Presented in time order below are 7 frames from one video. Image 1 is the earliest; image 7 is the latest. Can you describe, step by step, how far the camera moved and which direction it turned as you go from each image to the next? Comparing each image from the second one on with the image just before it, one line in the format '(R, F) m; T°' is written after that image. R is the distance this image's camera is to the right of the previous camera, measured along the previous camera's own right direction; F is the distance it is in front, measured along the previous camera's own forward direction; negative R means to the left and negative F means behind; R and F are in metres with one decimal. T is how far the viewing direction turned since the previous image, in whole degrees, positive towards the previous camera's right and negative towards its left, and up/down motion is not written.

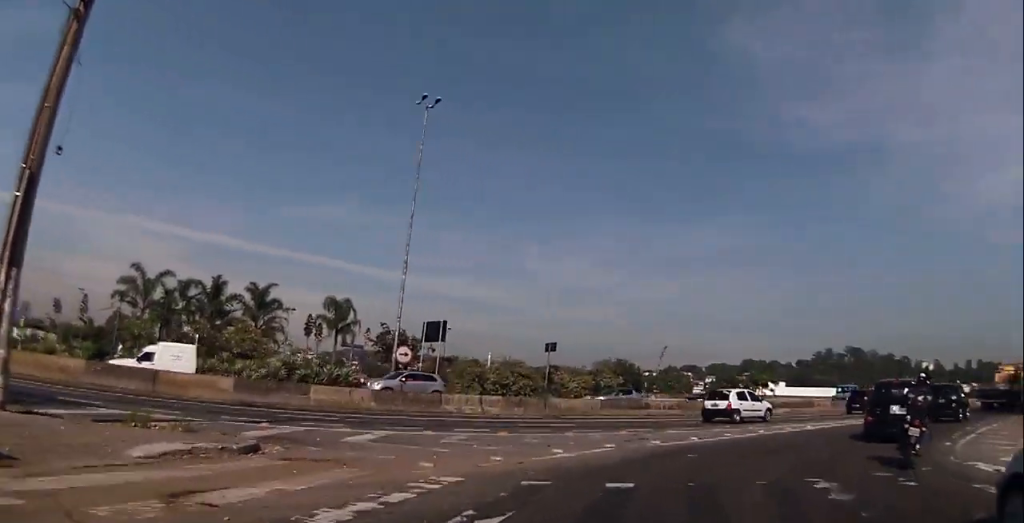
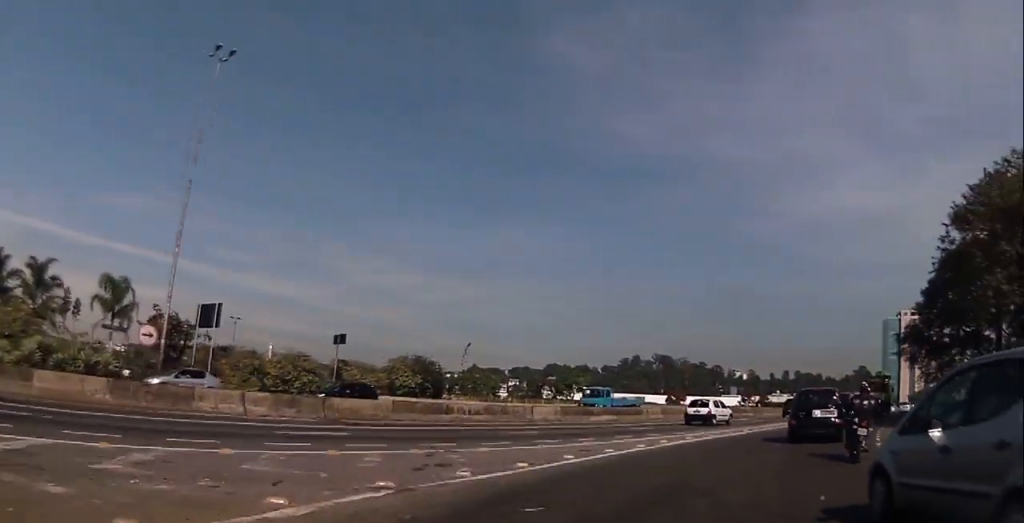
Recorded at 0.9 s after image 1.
(+1.1, +6.4) m; +16°
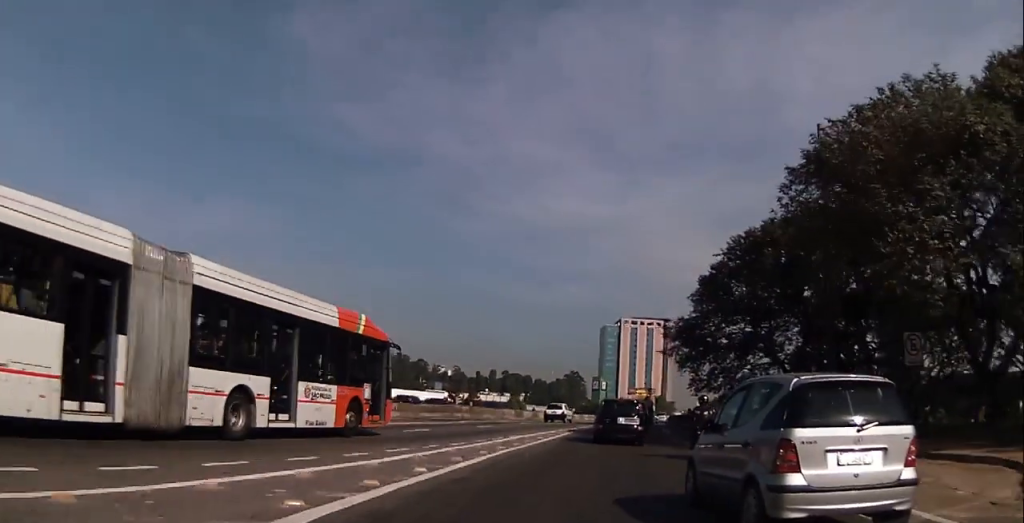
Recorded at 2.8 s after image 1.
(+2.6, +14.2) m; +13°
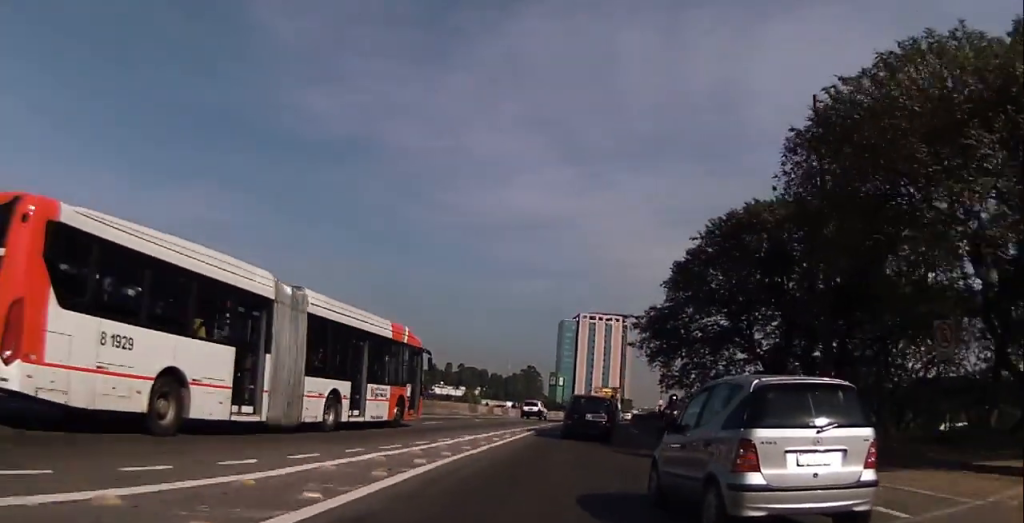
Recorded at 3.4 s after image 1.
(0.0, +4.4) m; 0°
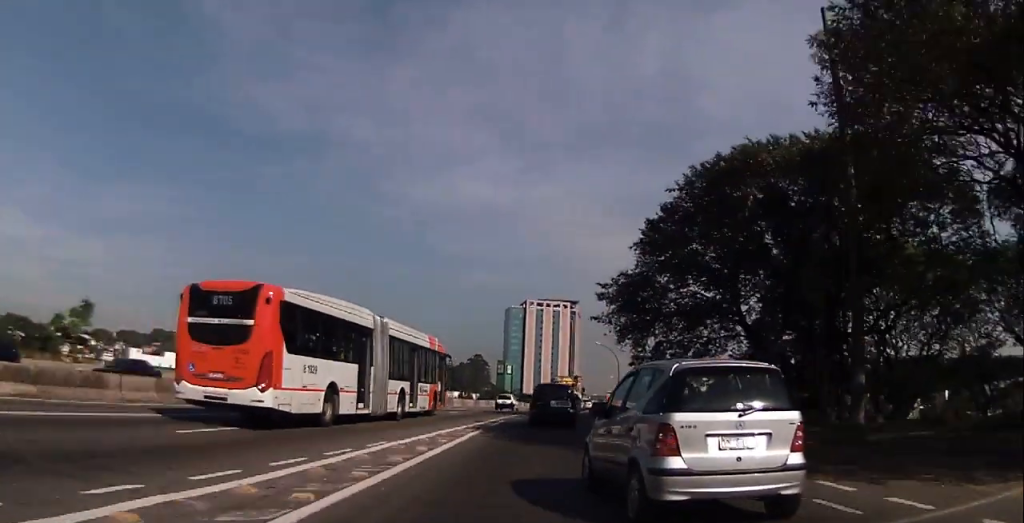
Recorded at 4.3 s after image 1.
(0.0, +7.3) m; +3°
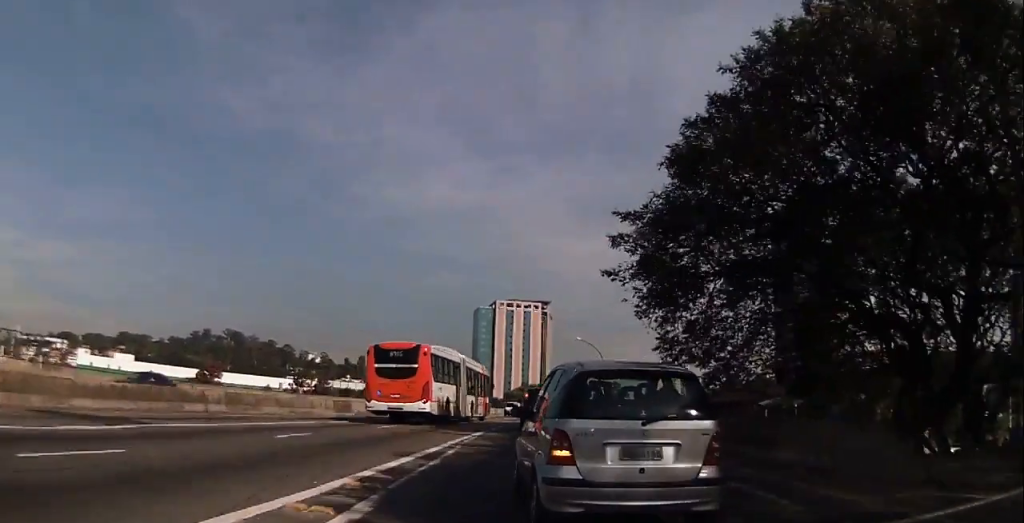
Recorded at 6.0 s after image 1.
(+0.9, +13.0) m; +7°
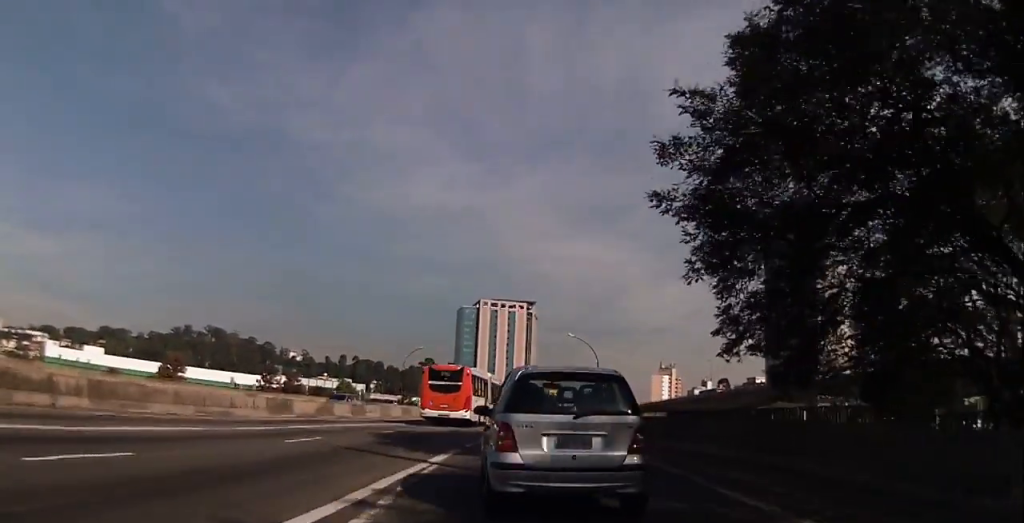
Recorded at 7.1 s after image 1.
(+0.4, +8.8) m; +3°
